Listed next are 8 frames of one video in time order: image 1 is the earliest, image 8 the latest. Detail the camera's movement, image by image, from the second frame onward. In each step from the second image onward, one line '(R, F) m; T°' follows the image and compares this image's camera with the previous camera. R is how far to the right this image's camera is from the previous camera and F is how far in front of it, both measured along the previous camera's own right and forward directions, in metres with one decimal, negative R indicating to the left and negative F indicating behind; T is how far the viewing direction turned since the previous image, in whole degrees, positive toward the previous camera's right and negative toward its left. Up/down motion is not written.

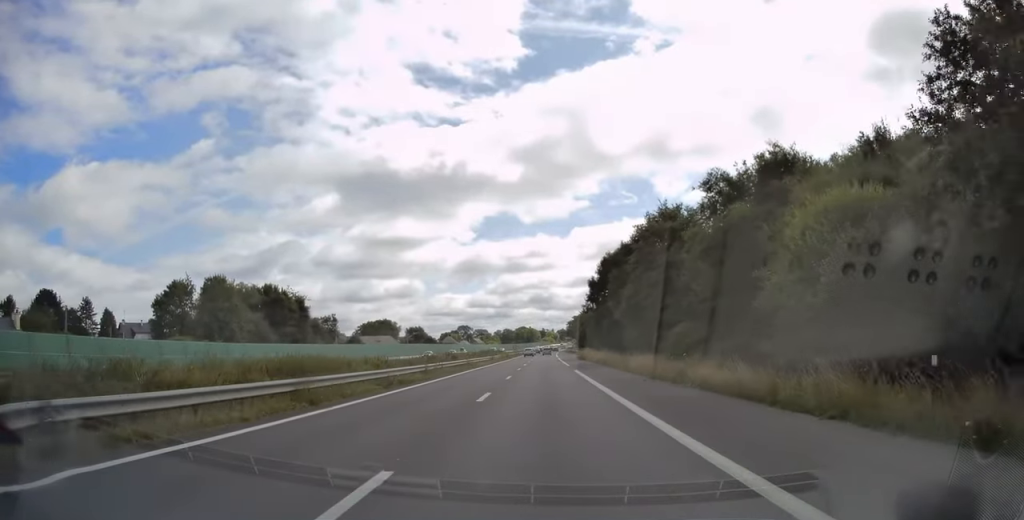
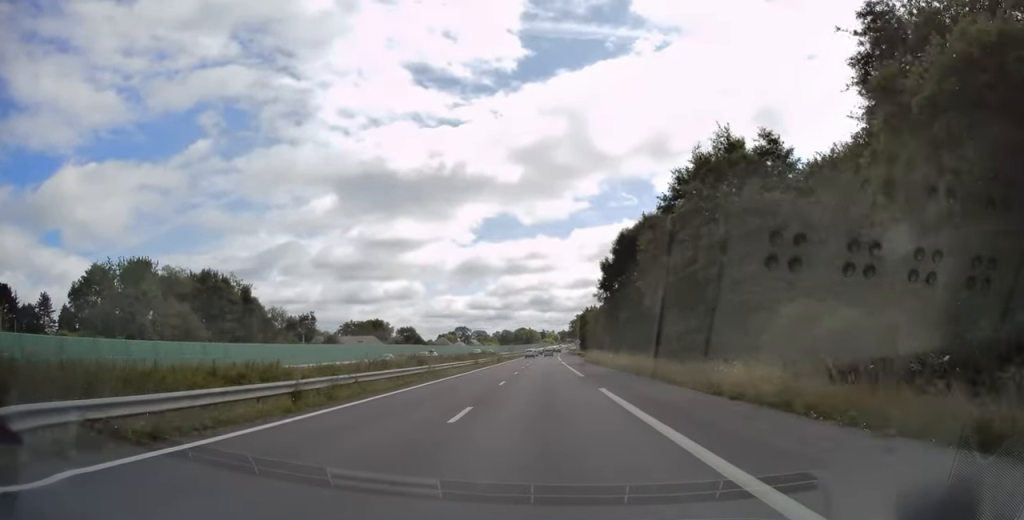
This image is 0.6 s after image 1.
(0.0, +17.1) m; 0°
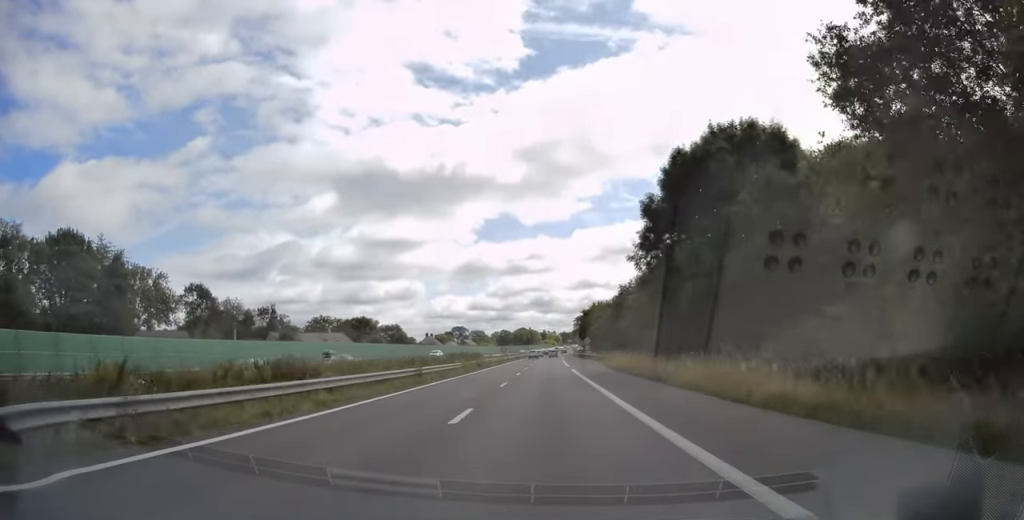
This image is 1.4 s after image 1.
(0.0, +24.8) m; 0°
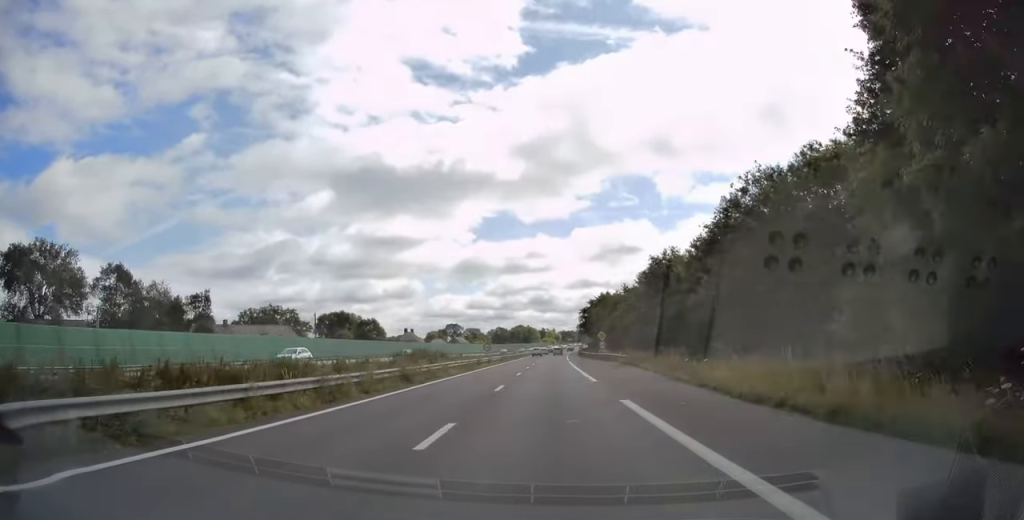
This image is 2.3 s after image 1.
(-0.1, +28.4) m; +1°
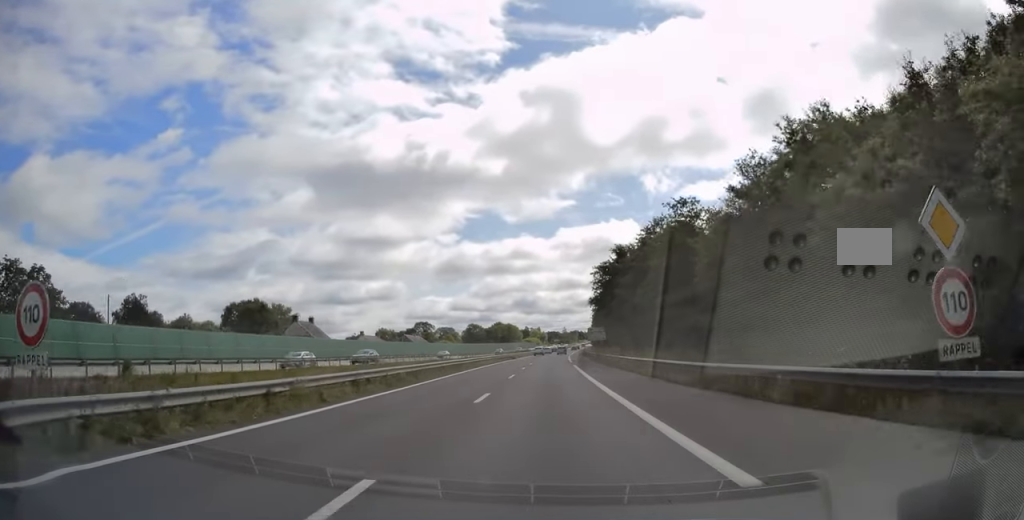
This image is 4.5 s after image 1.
(+0.2, +67.6) m; 0°
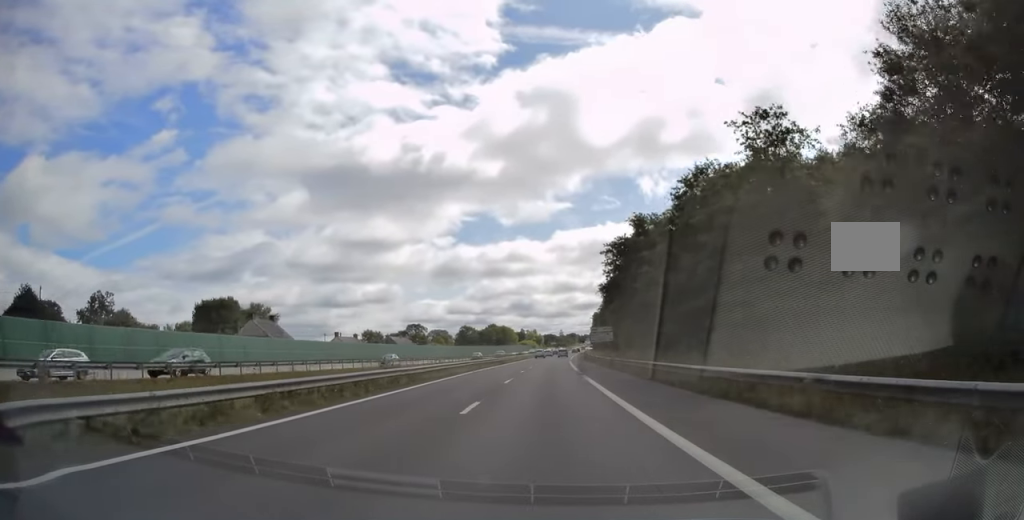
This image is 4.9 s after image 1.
(+0.2, +15.0) m; 0°
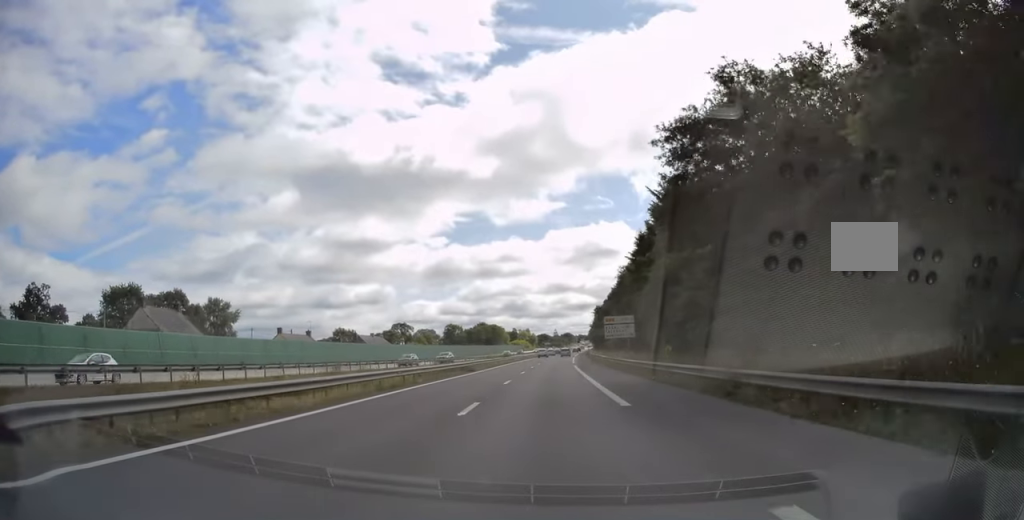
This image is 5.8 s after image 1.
(+0.1, +25.3) m; +1°
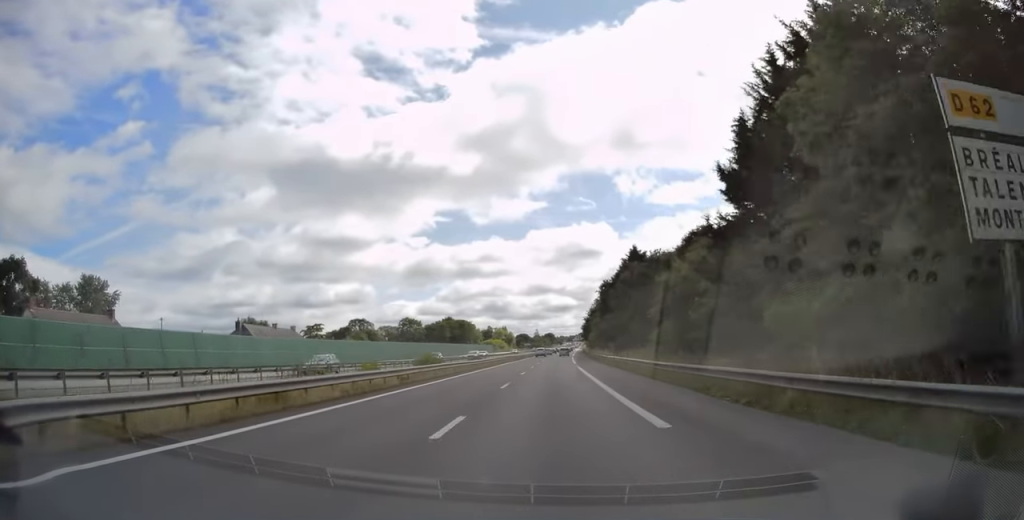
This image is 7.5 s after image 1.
(+0.8, +53.6) m; +2°
